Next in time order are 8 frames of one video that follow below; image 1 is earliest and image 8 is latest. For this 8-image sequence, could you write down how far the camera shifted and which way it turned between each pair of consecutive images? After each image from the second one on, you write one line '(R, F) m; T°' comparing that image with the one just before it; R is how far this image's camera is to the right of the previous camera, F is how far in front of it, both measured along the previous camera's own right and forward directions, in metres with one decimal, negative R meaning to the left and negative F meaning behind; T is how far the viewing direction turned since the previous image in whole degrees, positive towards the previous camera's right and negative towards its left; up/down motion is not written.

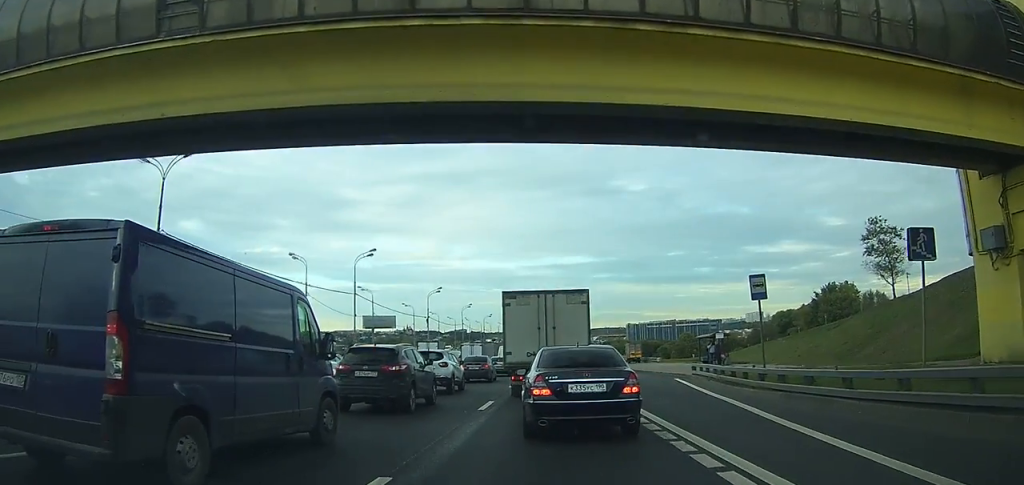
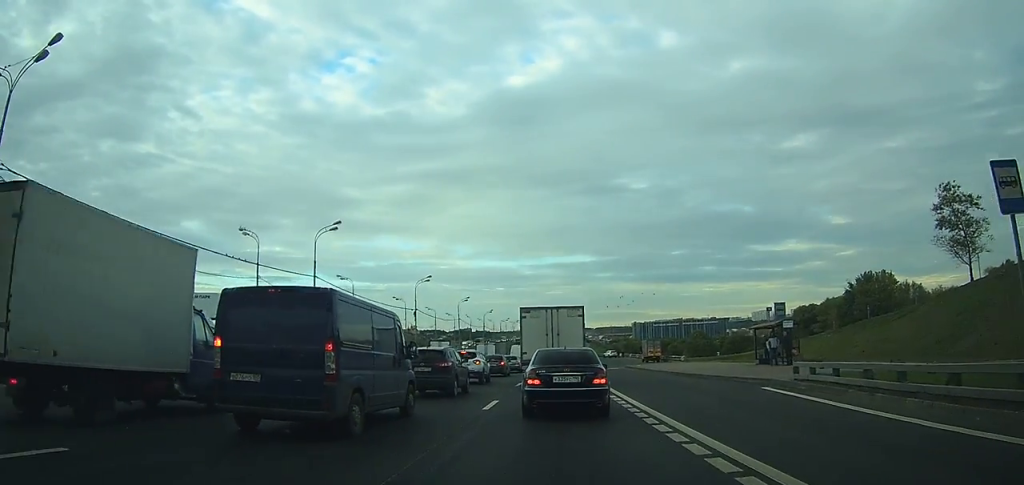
(+0.1, +12.2) m; +2°
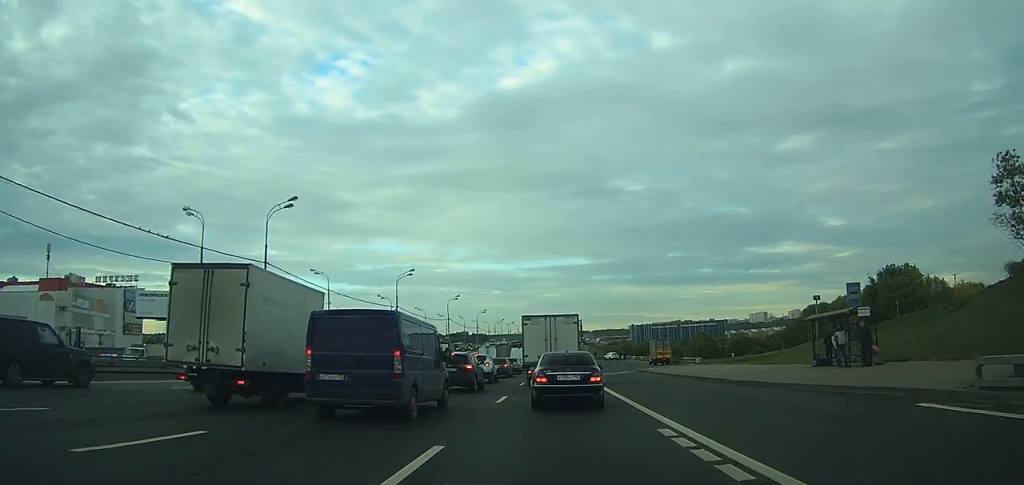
(+0.1, +8.7) m; 0°
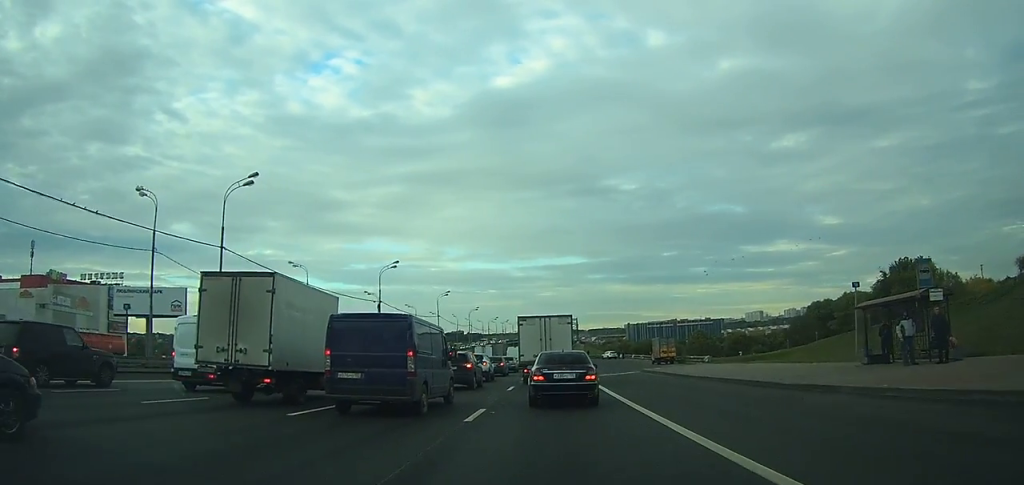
(-0.1, +5.1) m; -1°
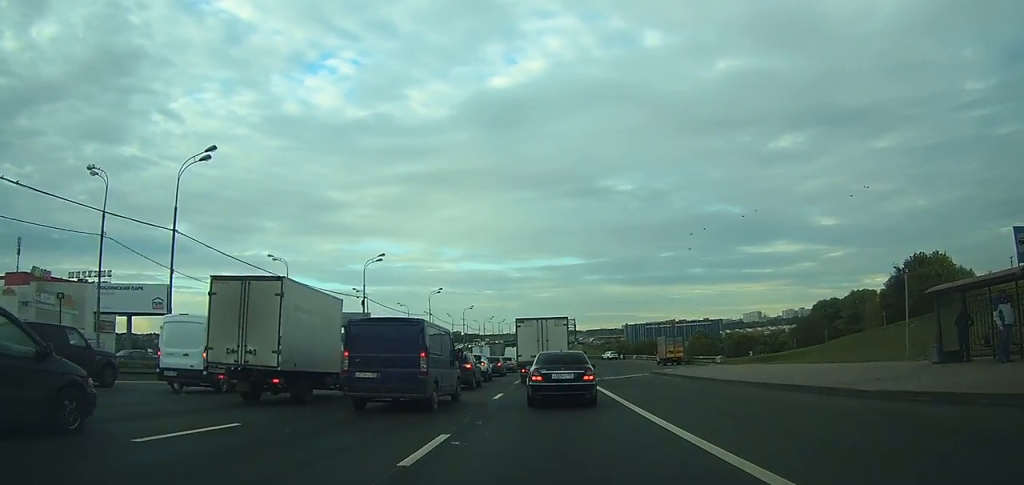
(0.0, +4.8) m; -1°
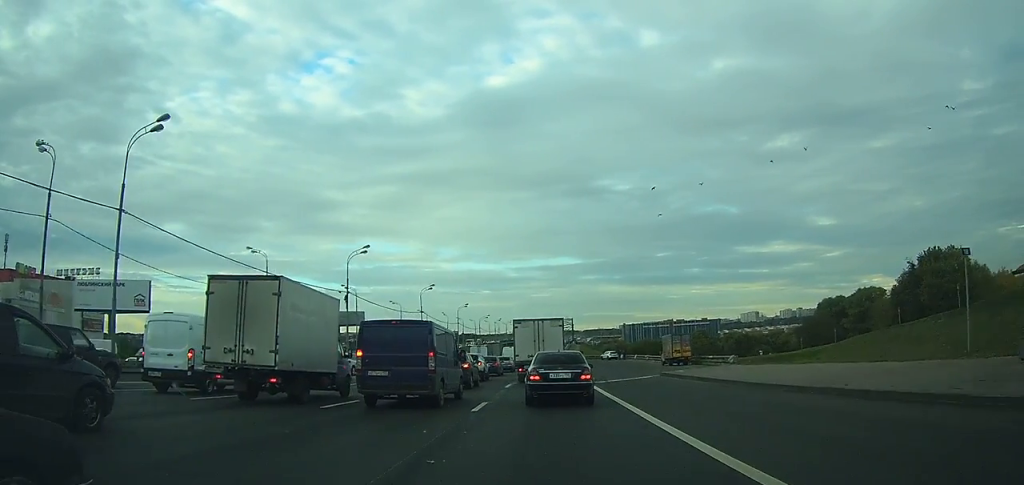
(0.0, +4.4) m; -1°
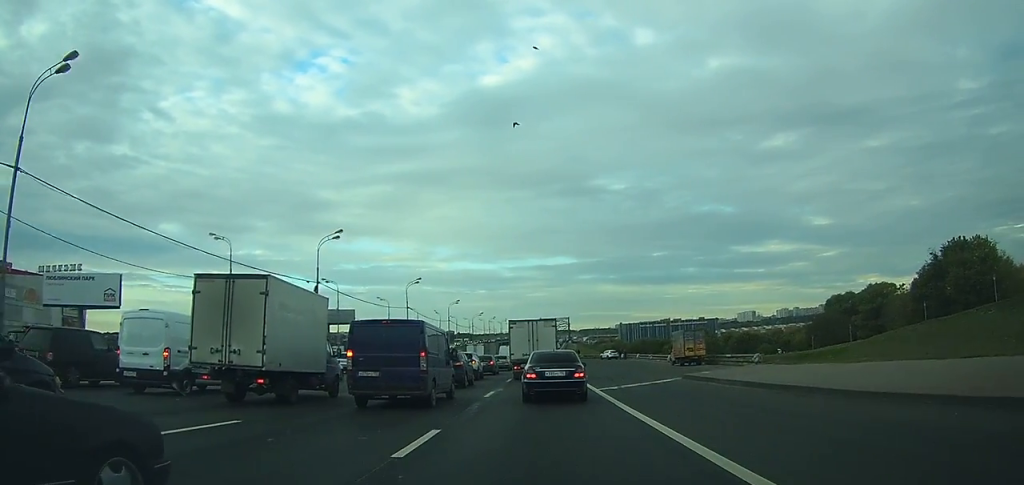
(-0.2, +6.9) m; -1°
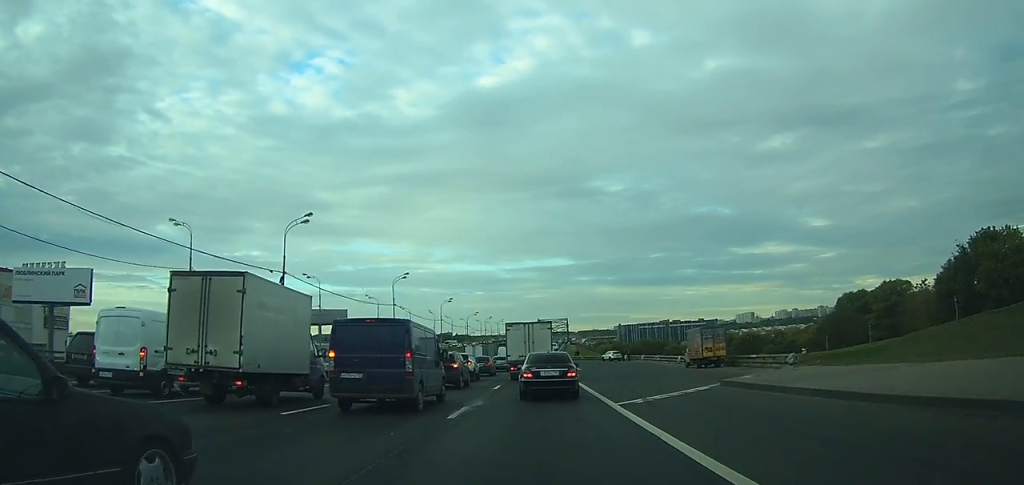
(0.0, +6.9) m; 0°
